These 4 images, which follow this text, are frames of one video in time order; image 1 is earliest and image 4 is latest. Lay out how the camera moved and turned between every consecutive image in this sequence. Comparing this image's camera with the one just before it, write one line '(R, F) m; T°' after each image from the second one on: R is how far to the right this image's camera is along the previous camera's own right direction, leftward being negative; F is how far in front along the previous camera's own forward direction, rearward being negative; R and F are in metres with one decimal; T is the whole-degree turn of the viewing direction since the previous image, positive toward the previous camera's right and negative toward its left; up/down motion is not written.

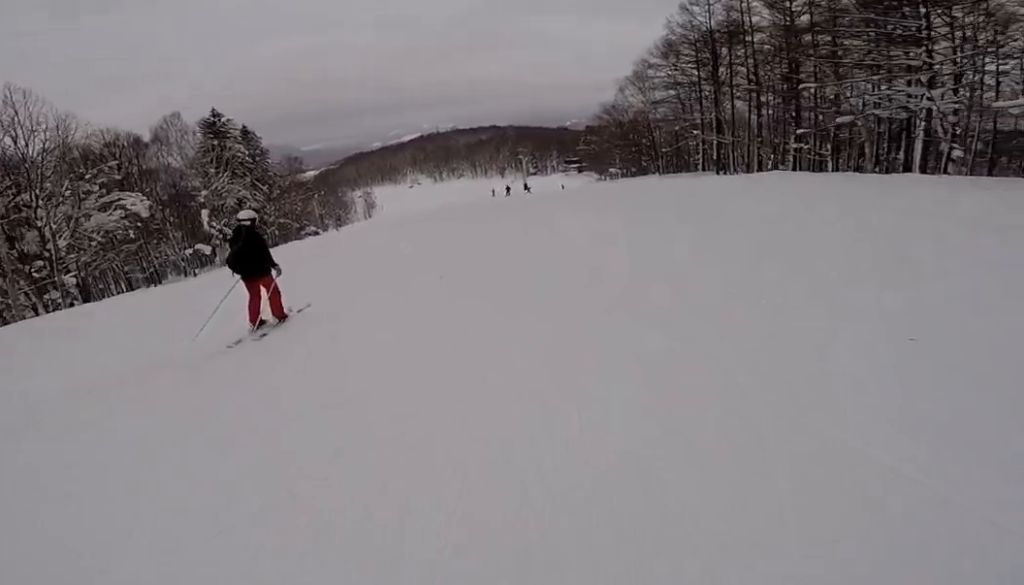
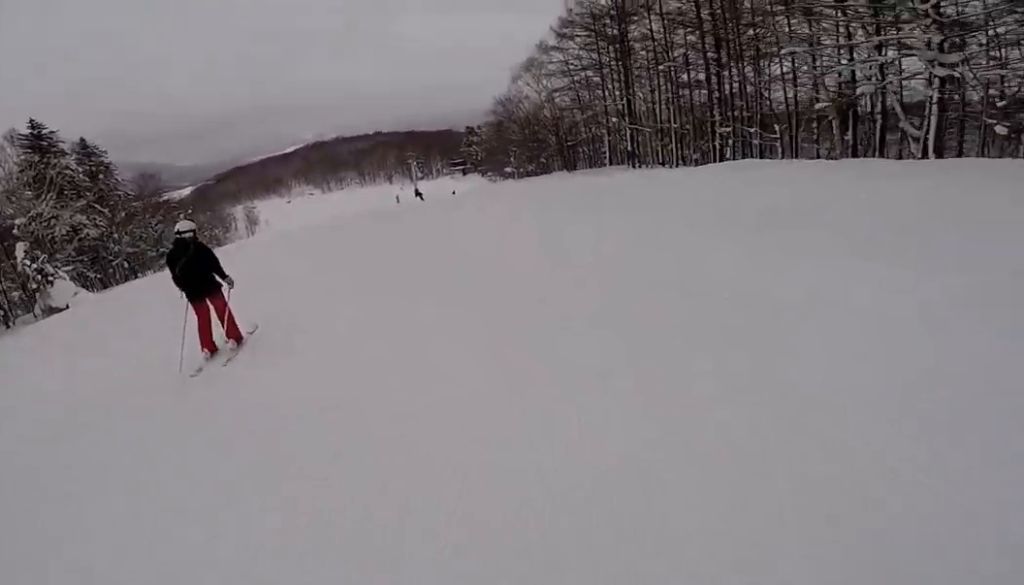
(+0.8, +8.2) m; +5°
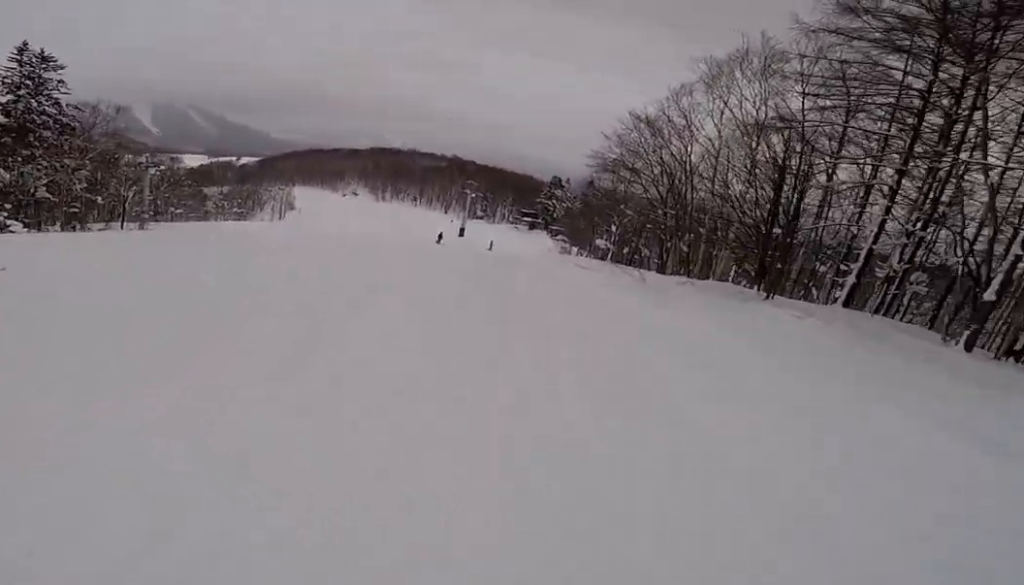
(-0.7, +25.3) m; -14°
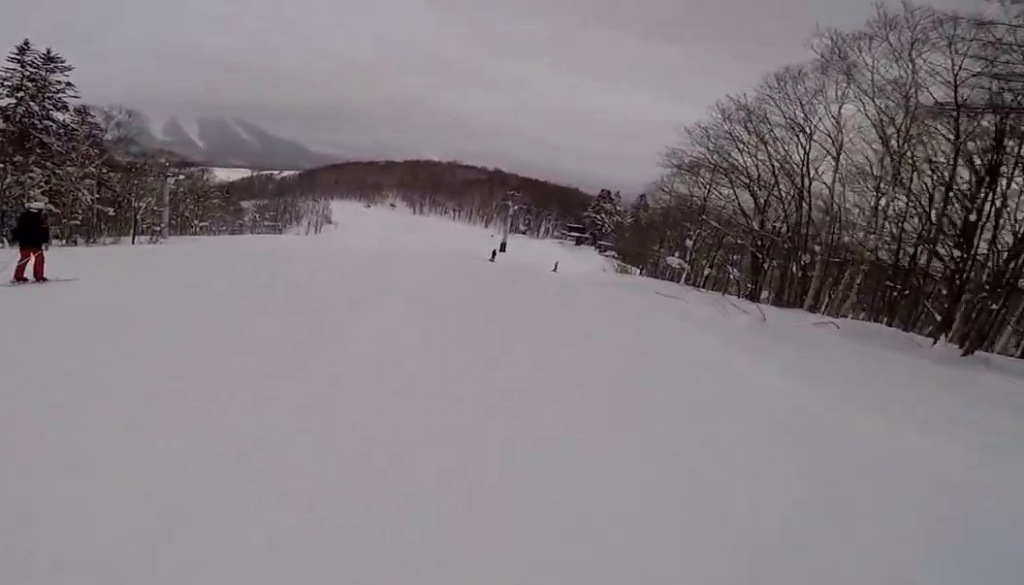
(-0.3, +6.0) m; -9°
